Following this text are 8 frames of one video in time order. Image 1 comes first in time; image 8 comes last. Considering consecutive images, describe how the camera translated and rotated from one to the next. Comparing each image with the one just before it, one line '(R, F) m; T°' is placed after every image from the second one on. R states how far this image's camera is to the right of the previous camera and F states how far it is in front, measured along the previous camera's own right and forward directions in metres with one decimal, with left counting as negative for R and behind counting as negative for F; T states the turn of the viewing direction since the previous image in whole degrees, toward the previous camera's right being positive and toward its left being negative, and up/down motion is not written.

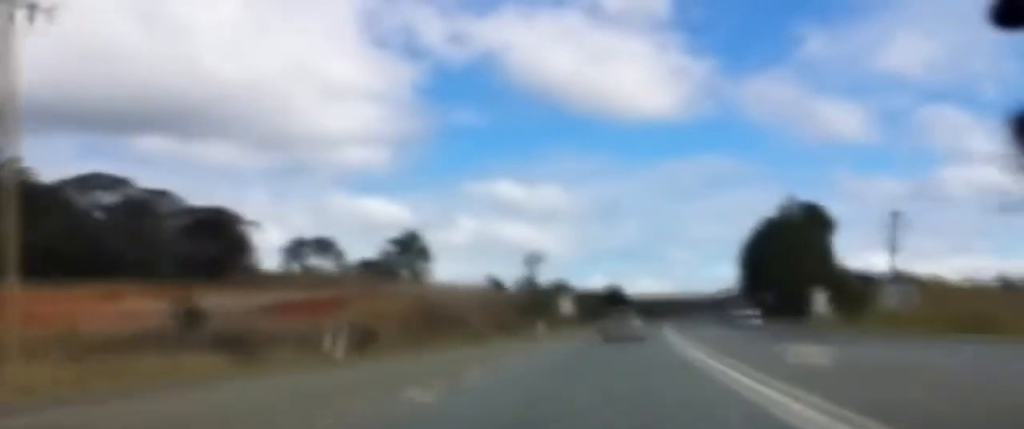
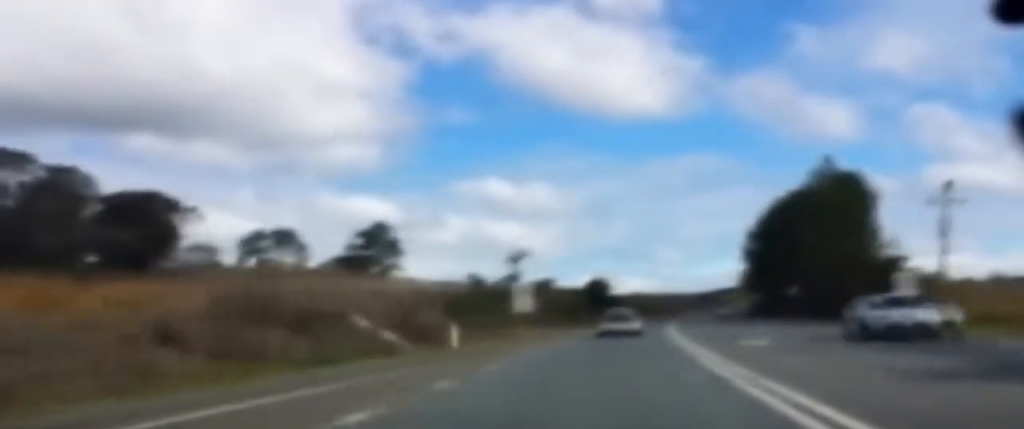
(+0.1, +22.1) m; +1°
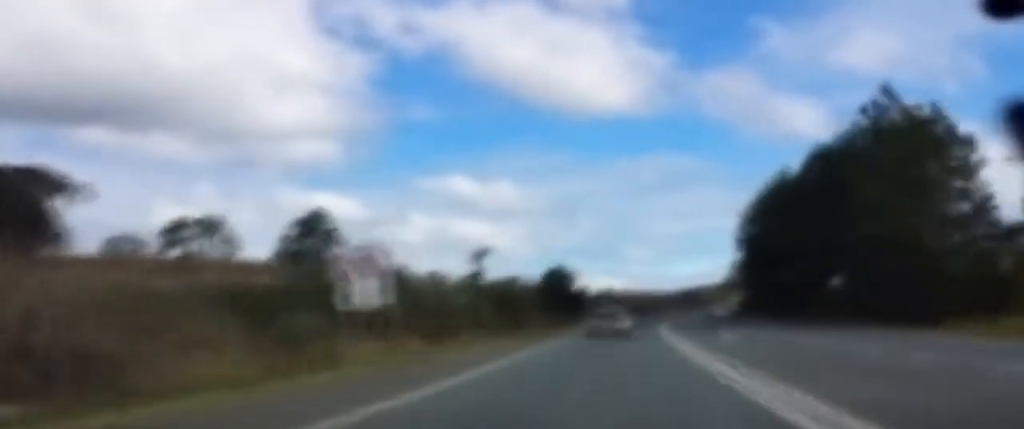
(+0.3, +24.4) m; +1°
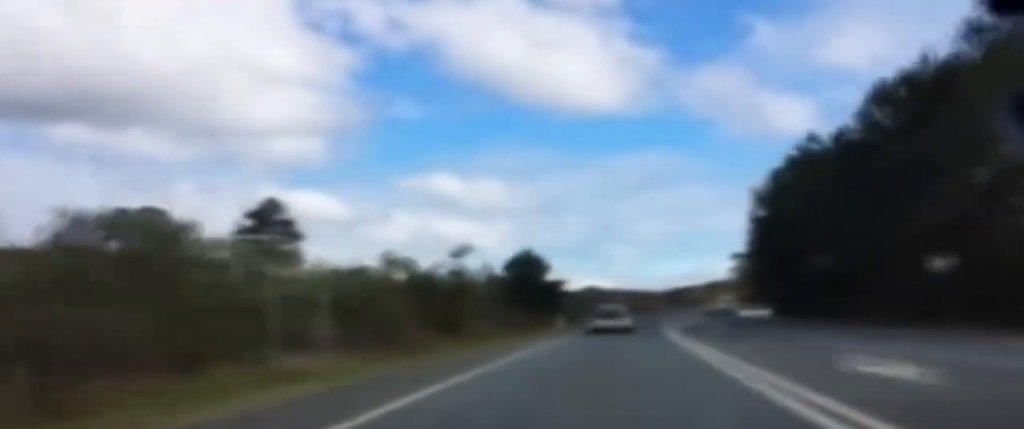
(0.0, +19.3) m; 0°
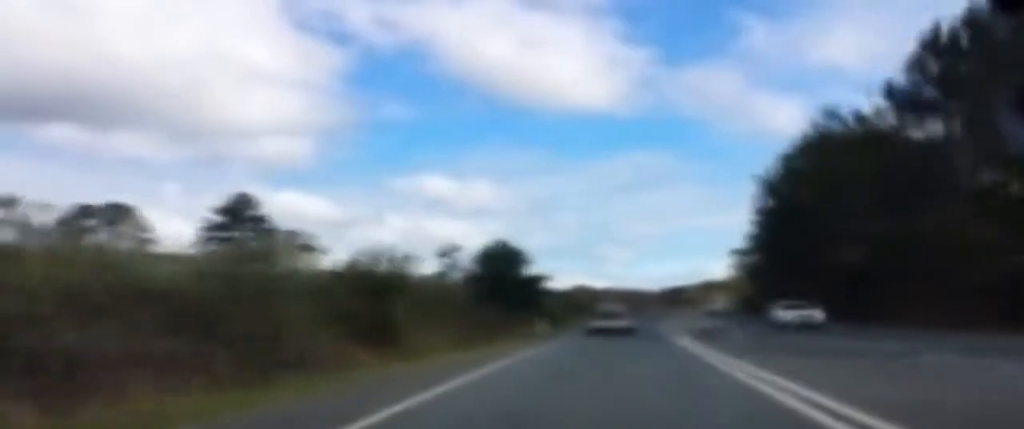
(0.0, +9.6) m; 0°
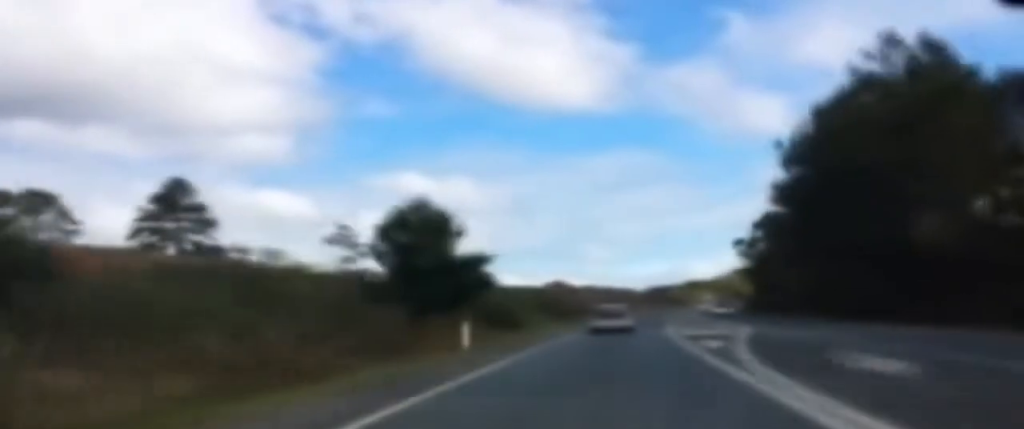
(+0.2, +19.3) m; +1°
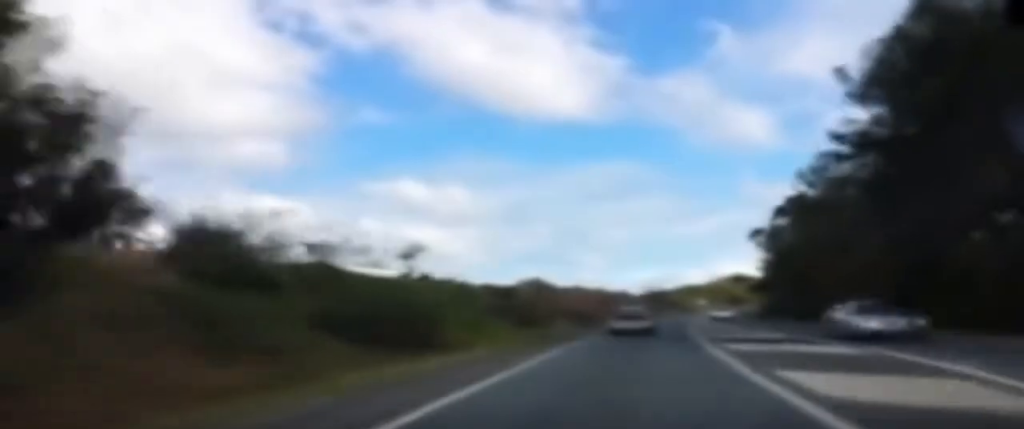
(+0.2, +26.1) m; +1°
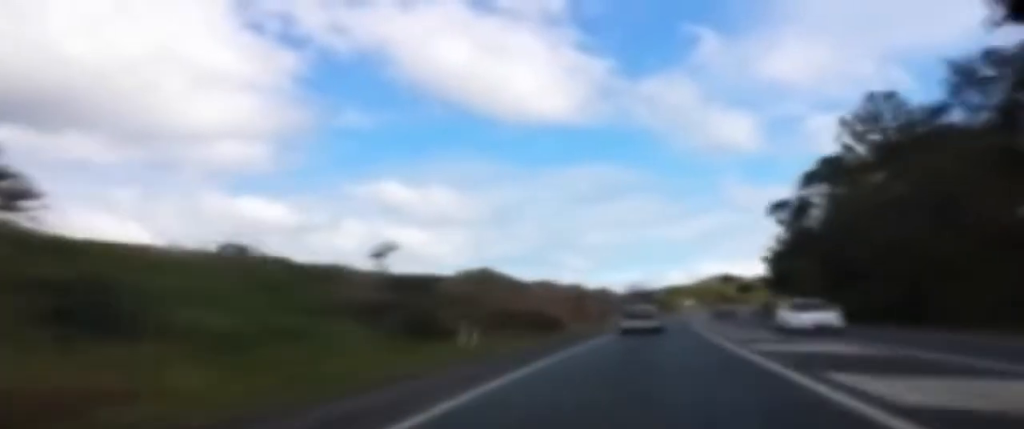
(+0.2, +25.4) m; +1°
